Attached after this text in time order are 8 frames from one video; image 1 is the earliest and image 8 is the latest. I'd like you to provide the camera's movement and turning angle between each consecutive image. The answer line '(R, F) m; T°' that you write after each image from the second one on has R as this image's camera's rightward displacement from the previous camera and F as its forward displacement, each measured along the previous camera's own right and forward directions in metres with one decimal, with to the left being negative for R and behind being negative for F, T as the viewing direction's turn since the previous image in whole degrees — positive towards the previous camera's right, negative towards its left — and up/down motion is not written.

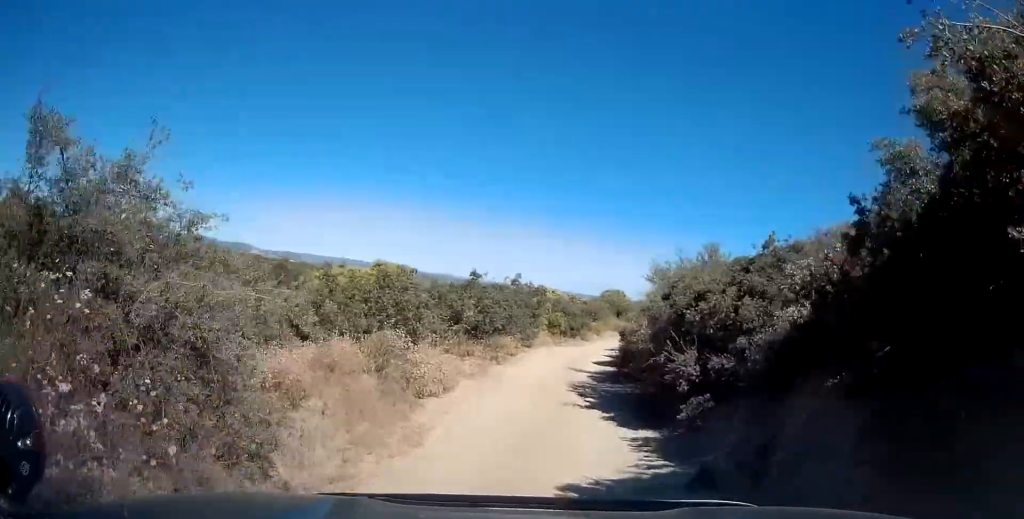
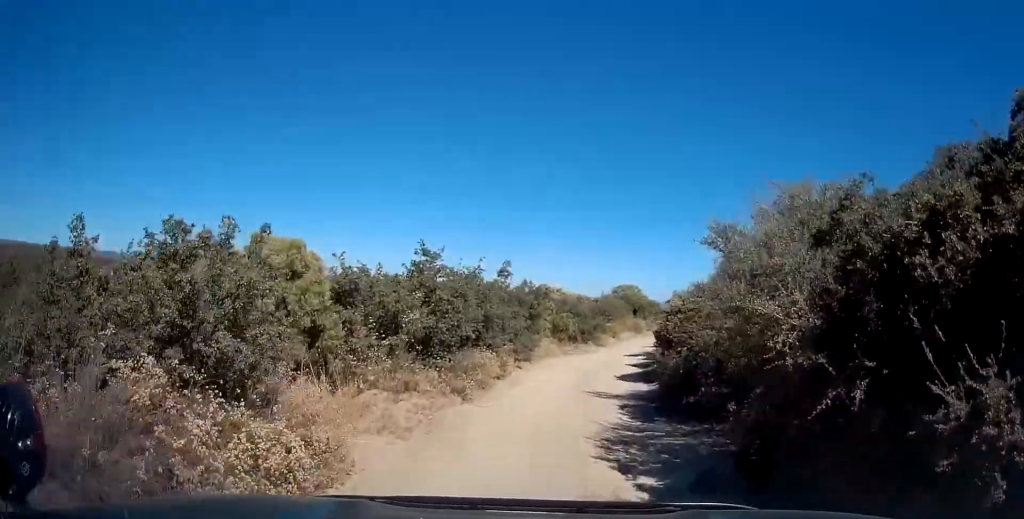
(0.0, +7.2) m; +1°
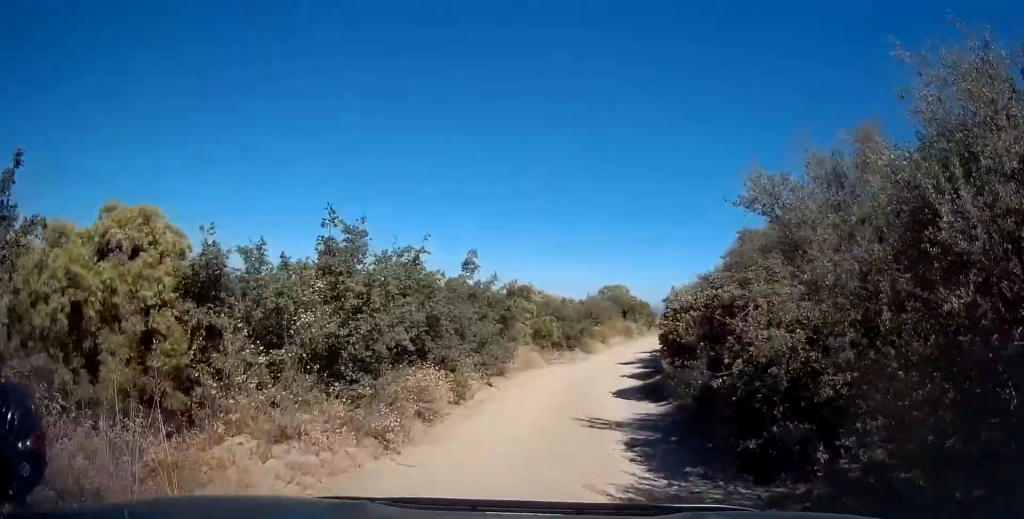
(+0.1, +3.7) m; 0°
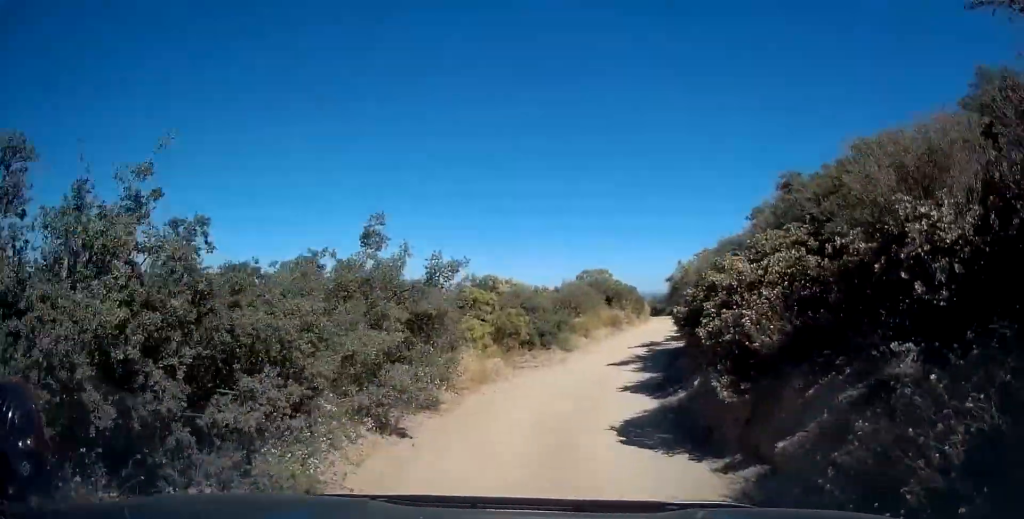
(+0.1, +6.3) m; 0°
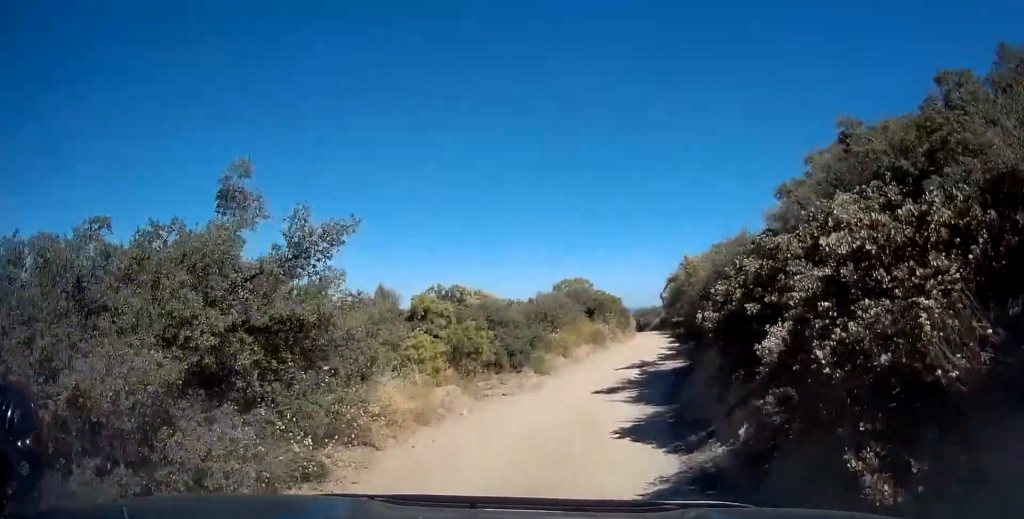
(-0.1, +3.9) m; 0°
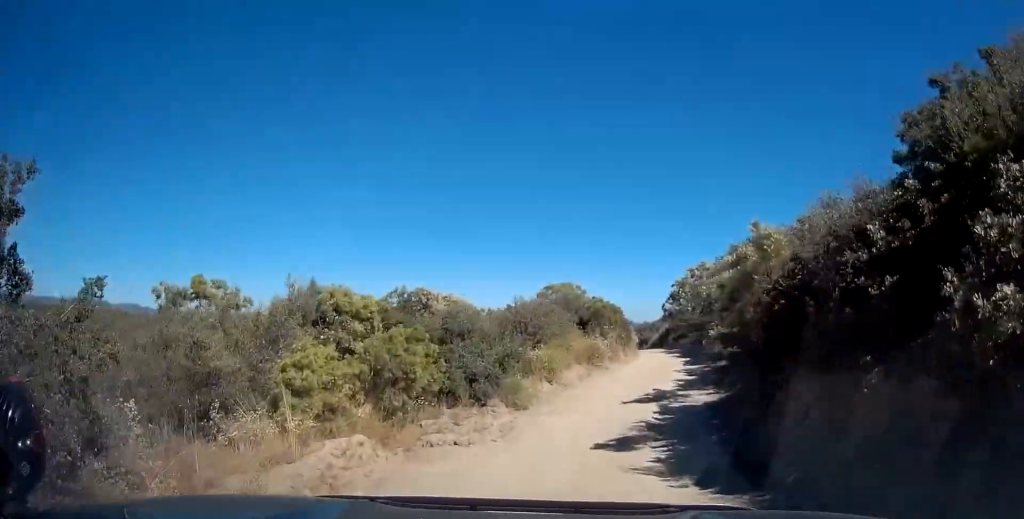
(+0.1, +5.6) m; +4°
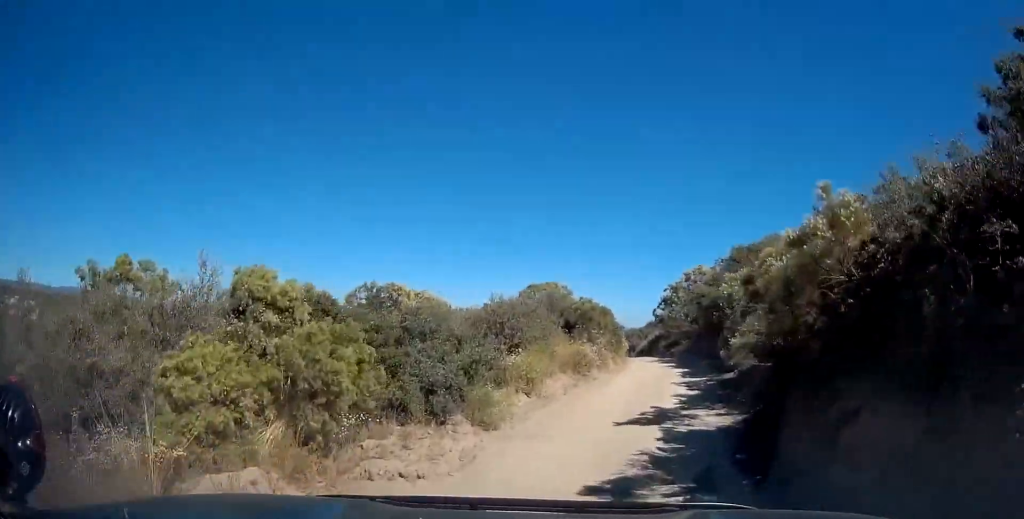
(+0.1, +2.5) m; +2°
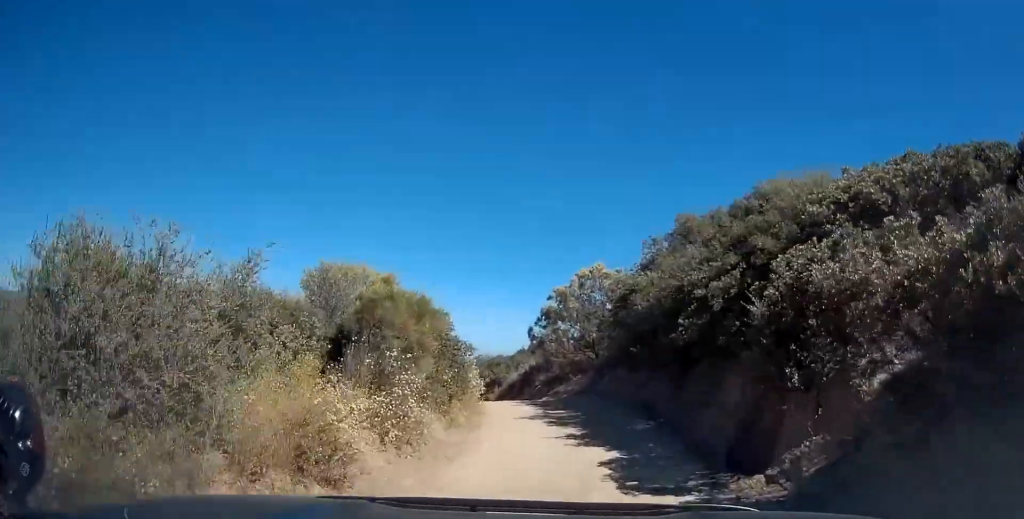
(+0.8, +10.9) m; +8°
